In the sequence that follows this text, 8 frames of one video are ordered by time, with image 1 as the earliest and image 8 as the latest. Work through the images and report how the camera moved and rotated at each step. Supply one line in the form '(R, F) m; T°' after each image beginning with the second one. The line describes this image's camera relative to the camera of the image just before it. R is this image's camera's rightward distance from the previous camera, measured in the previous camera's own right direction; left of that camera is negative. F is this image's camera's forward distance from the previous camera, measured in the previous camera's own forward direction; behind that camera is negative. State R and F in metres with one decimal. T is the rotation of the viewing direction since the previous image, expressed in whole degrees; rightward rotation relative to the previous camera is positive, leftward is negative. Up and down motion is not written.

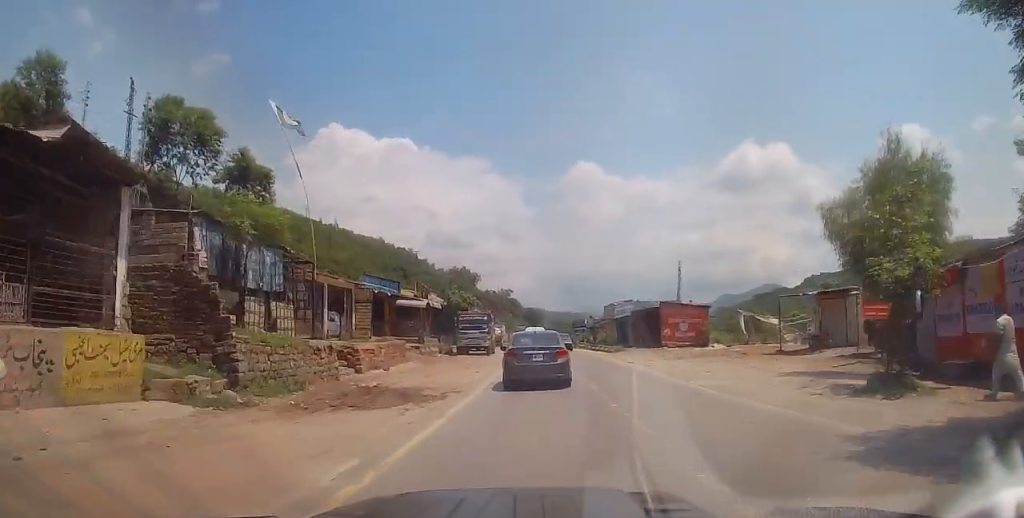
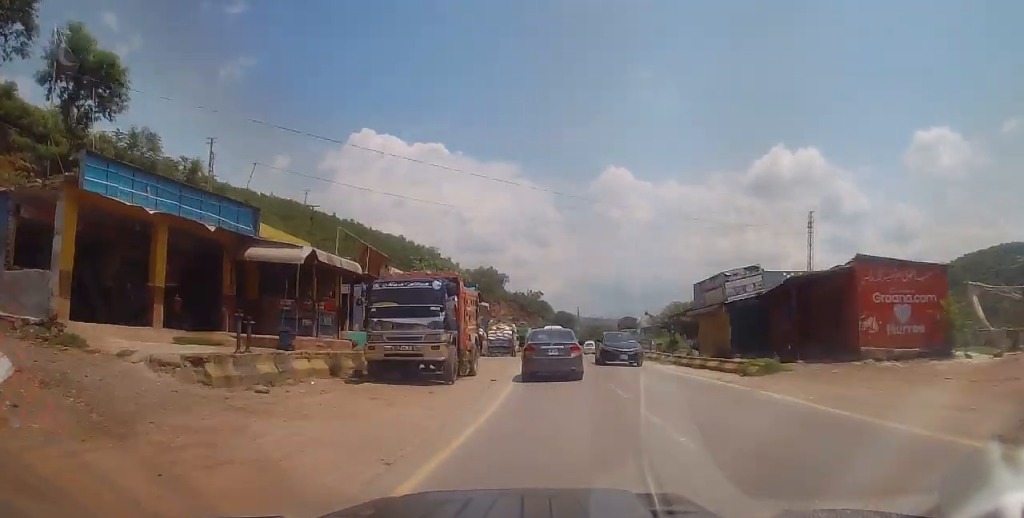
(-1.8, +25.5) m; -4°
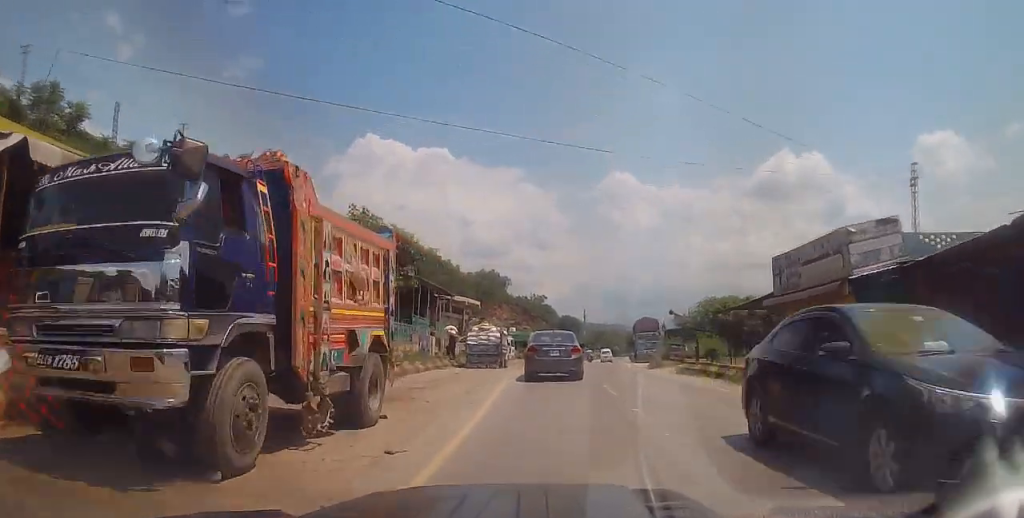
(+0.2, +11.4) m; 0°
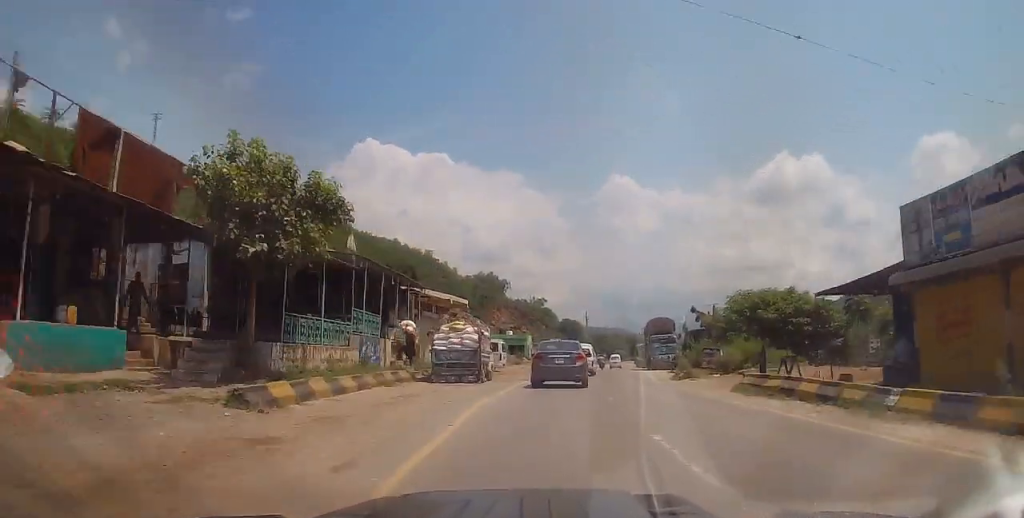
(0.0, +8.3) m; -2°
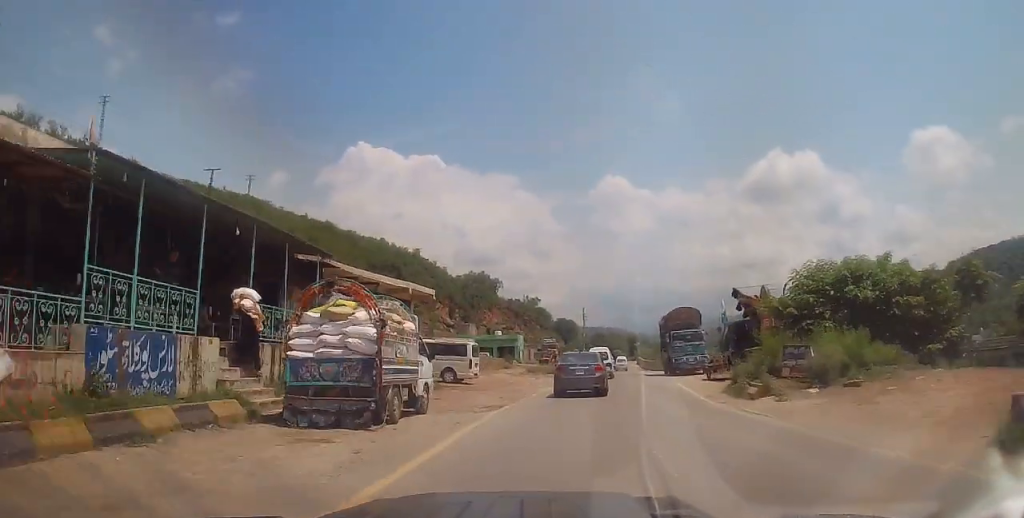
(-0.5, +11.7) m; +2°
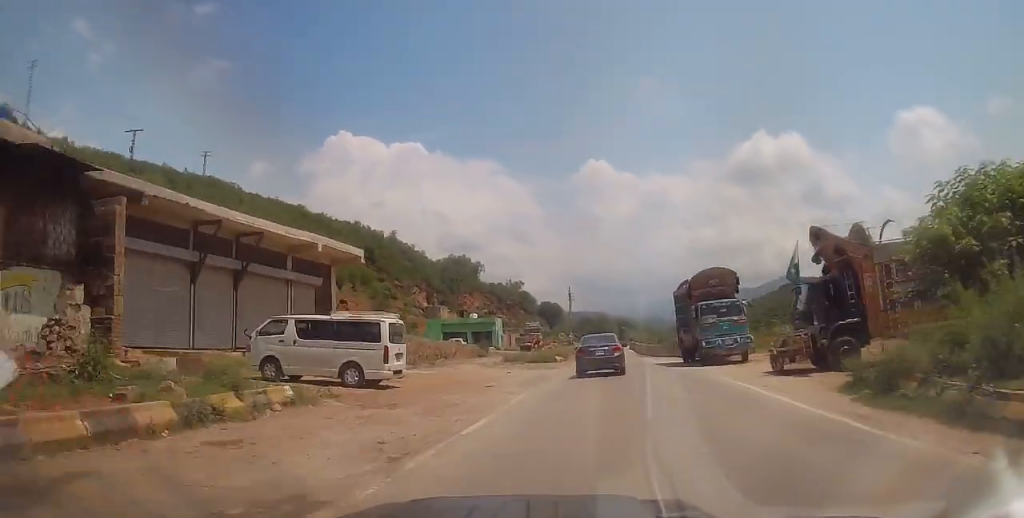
(+0.8, +12.0) m; +4°
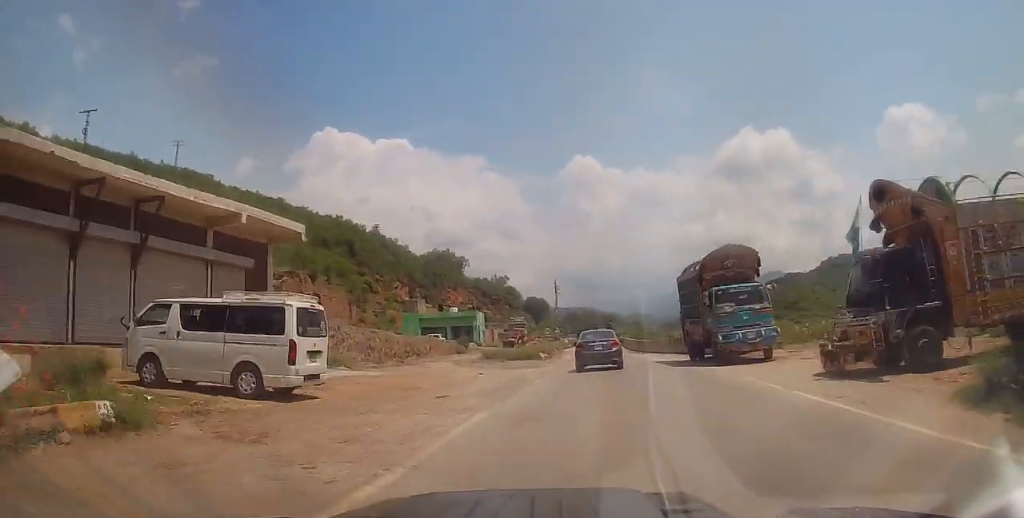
(+0.1, +5.2) m; 0°
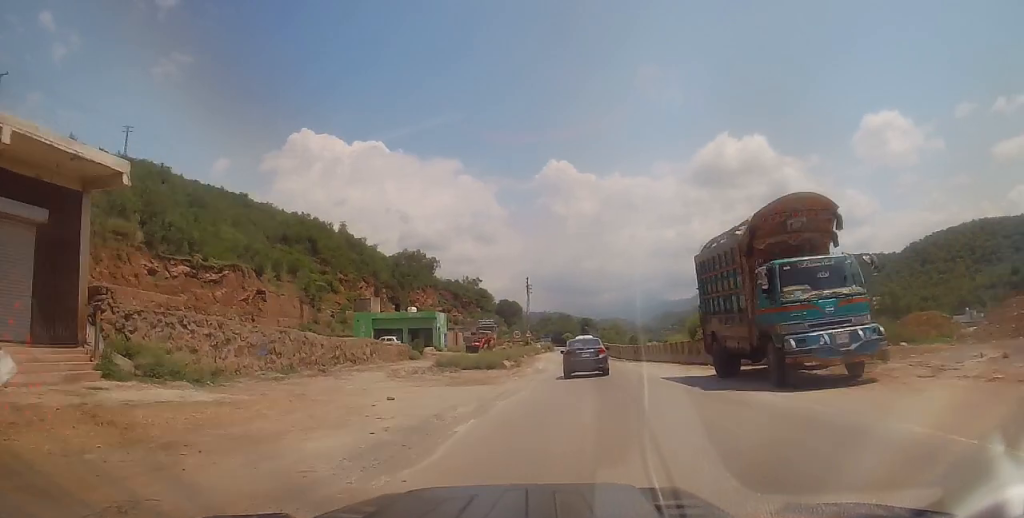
(+0.1, +9.2) m; -1°
